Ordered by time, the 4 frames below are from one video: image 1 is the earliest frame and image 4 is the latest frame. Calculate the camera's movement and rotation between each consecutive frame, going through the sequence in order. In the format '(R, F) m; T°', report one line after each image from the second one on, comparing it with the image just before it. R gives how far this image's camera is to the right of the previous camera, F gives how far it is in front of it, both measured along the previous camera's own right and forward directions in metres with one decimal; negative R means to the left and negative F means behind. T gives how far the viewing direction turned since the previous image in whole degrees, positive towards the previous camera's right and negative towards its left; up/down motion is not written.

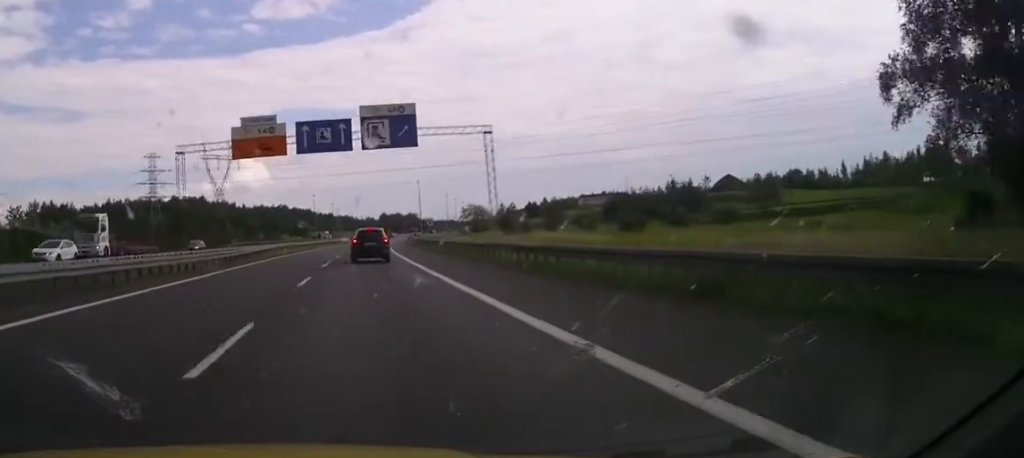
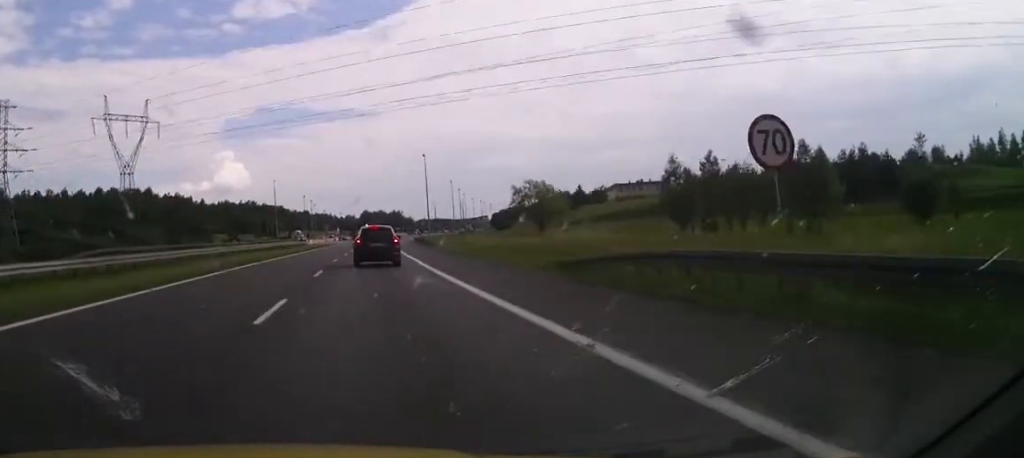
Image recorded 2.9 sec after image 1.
(+1.3, +69.1) m; +4°
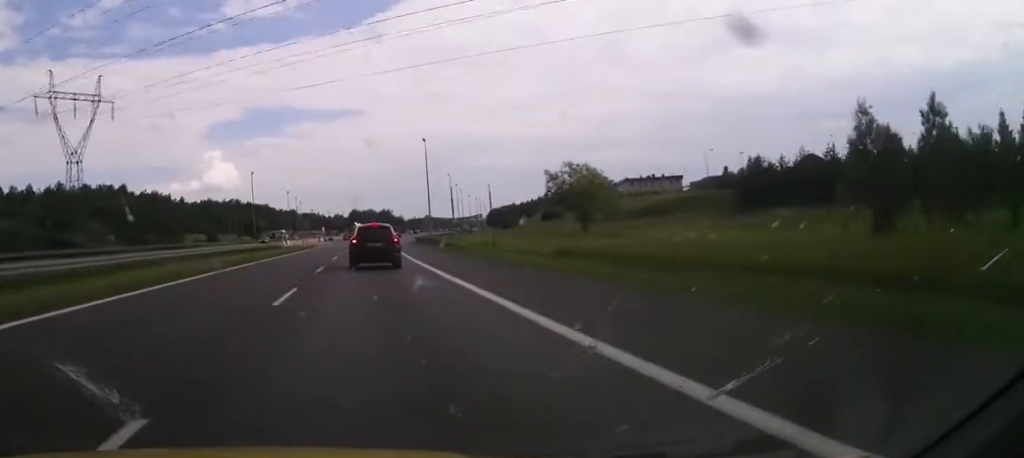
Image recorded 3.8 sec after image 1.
(+0.3, +21.9) m; +1°
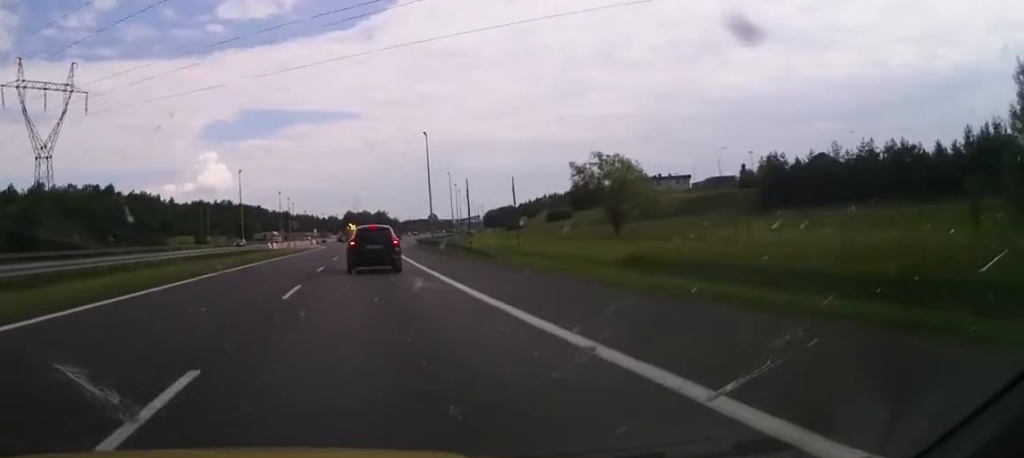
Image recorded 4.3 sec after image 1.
(0.0, +10.9) m; 0°
